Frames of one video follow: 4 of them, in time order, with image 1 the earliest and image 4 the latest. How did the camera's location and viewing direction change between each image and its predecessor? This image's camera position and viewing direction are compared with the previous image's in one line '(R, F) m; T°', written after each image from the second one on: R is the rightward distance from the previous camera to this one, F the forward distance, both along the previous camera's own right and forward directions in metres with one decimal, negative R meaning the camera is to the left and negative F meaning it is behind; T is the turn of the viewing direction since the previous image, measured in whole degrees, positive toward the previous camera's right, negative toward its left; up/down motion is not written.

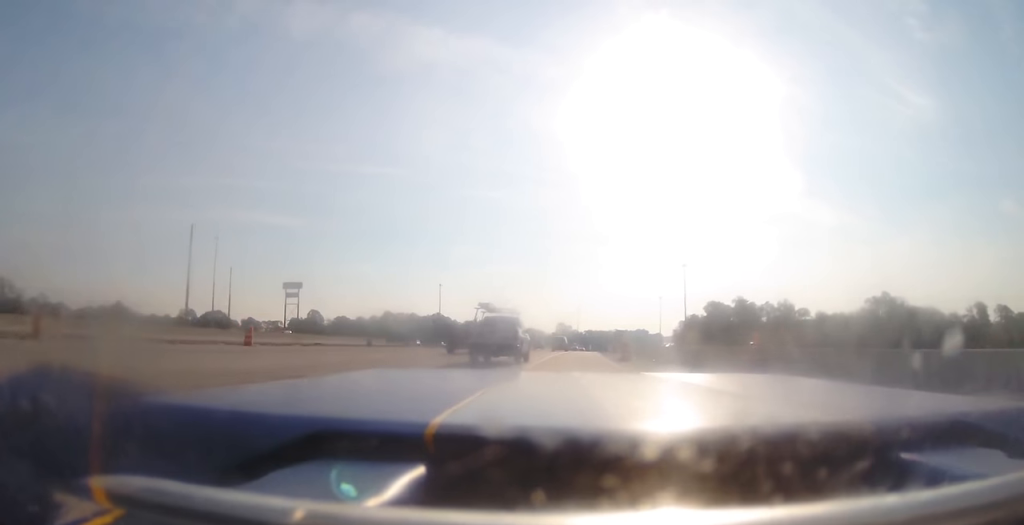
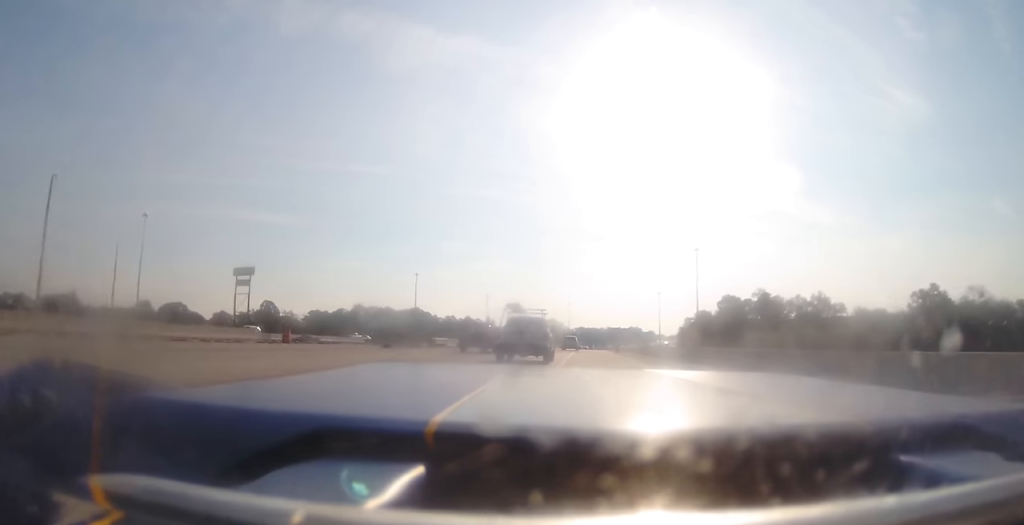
(+0.1, +31.9) m; -1°
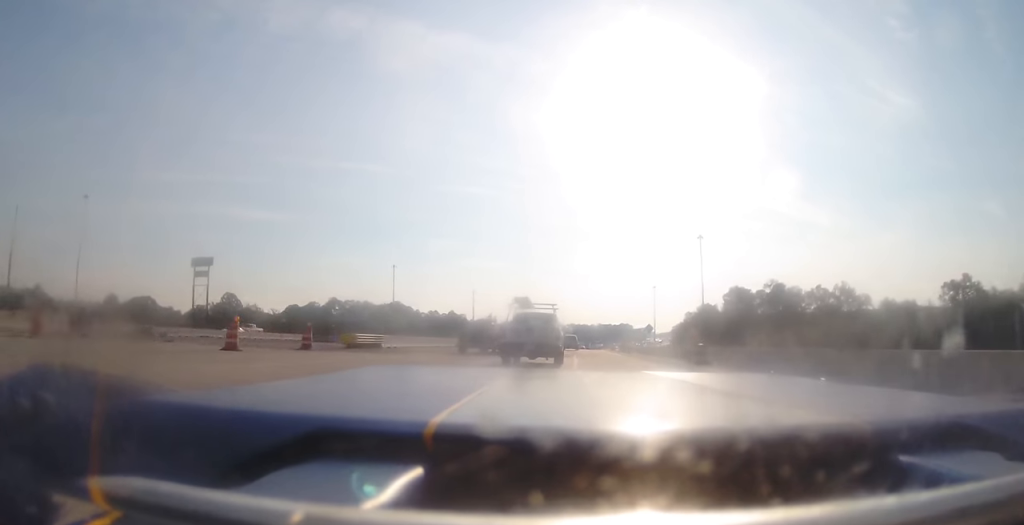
(-0.3, +19.2) m; -1°
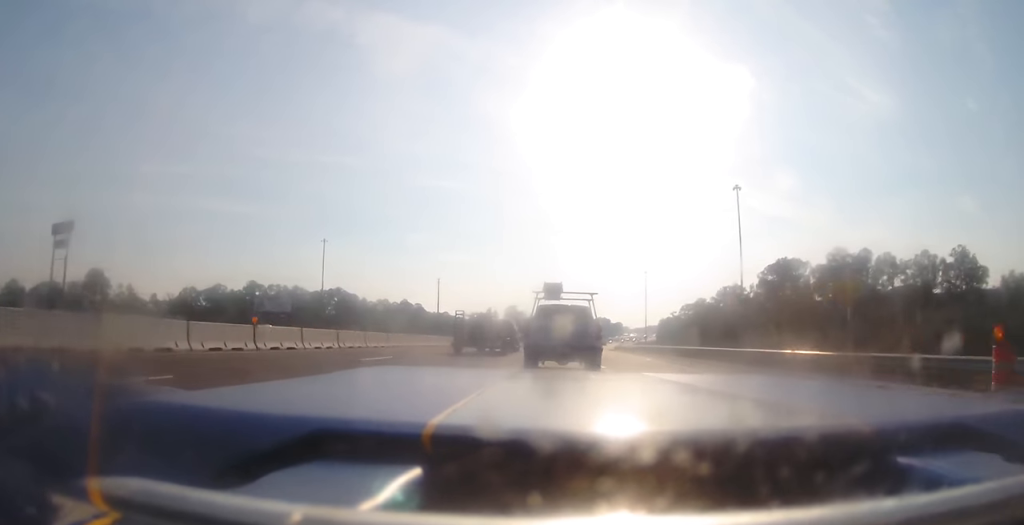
(+0.9, +55.9) m; +2°
